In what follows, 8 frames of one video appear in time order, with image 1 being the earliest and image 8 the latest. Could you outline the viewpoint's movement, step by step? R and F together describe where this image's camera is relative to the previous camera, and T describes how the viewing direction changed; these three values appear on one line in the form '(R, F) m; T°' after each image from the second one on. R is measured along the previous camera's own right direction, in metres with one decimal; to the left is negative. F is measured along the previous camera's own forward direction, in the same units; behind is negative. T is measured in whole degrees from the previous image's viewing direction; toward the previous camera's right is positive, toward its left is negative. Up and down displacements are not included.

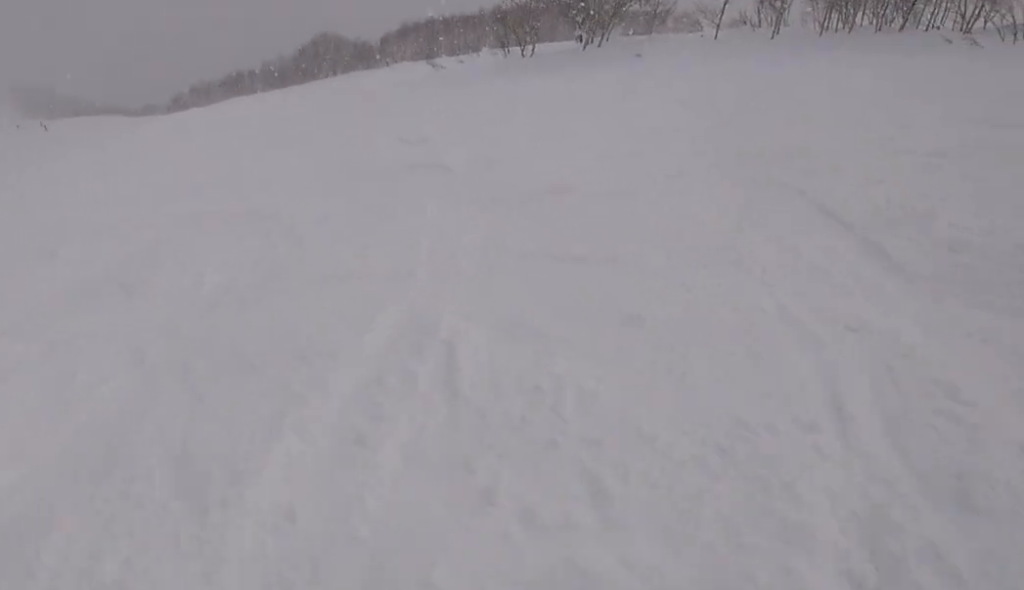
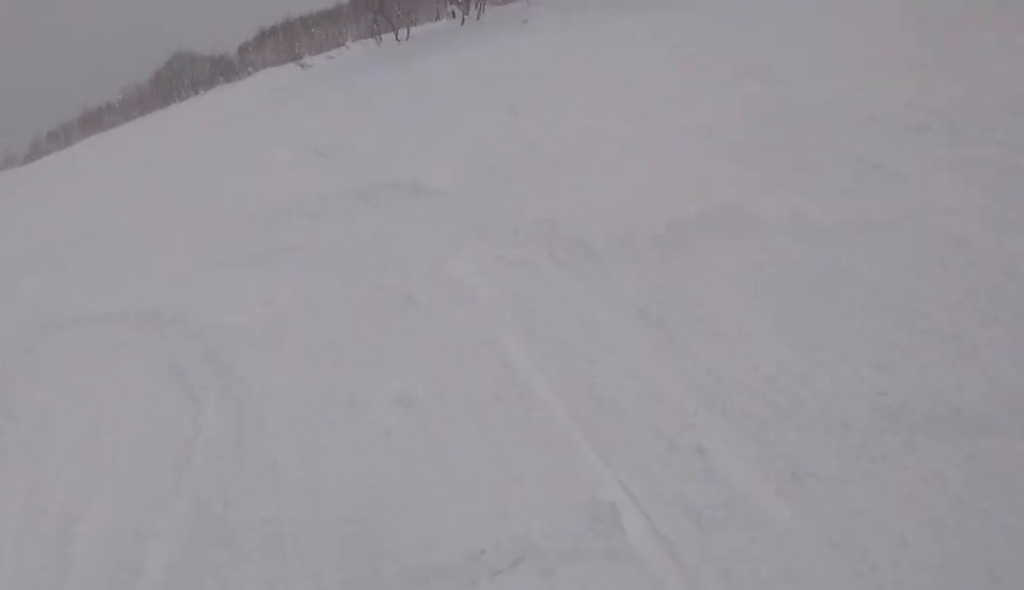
(+0.1, +3.1) m; +14°
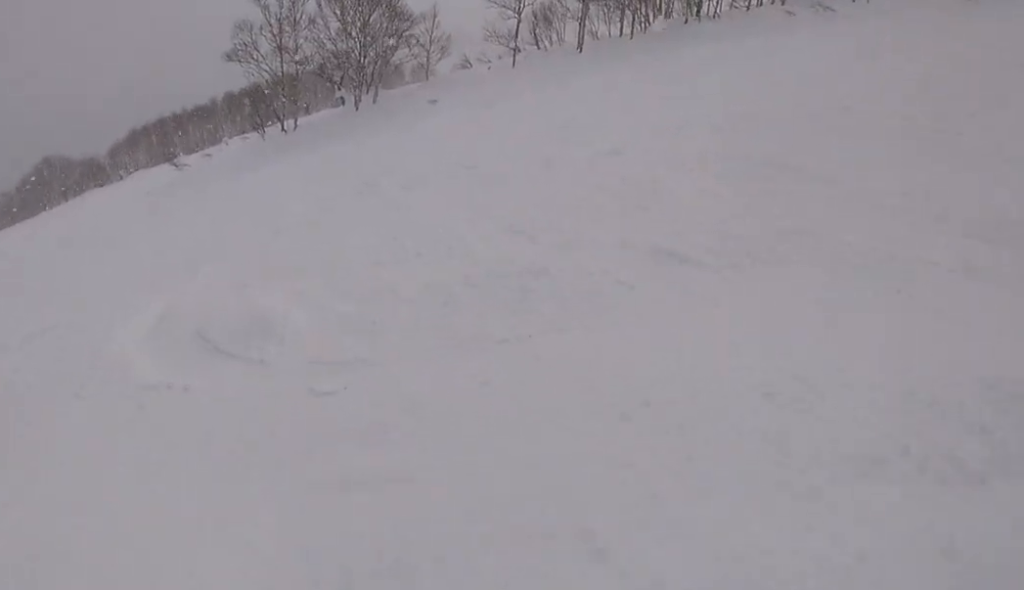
(+1.4, +6.5) m; +6°
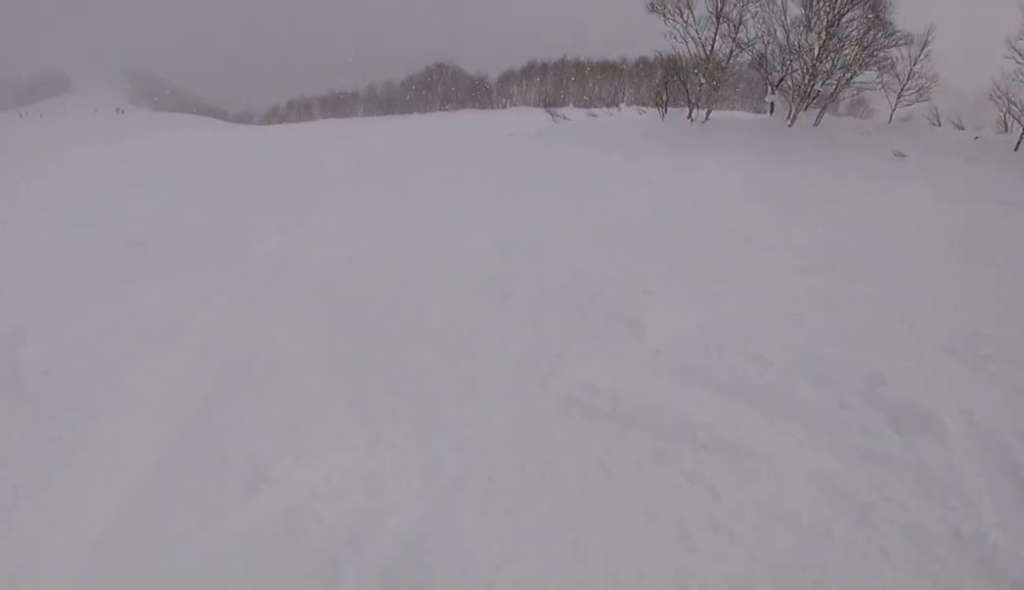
(-1.4, +7.1) m; -34°
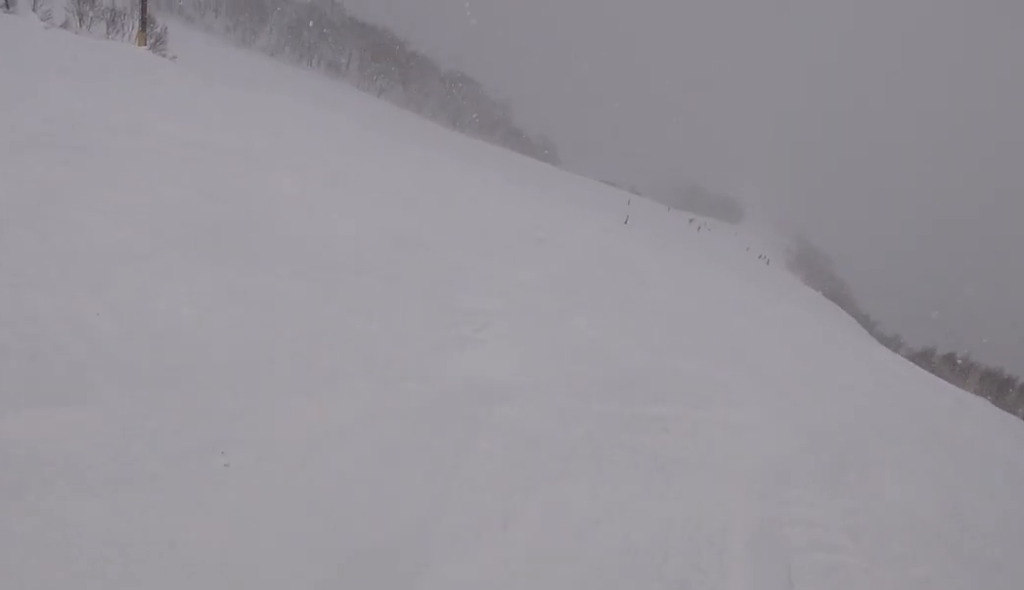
(-5.1, +9.0) m; -55°
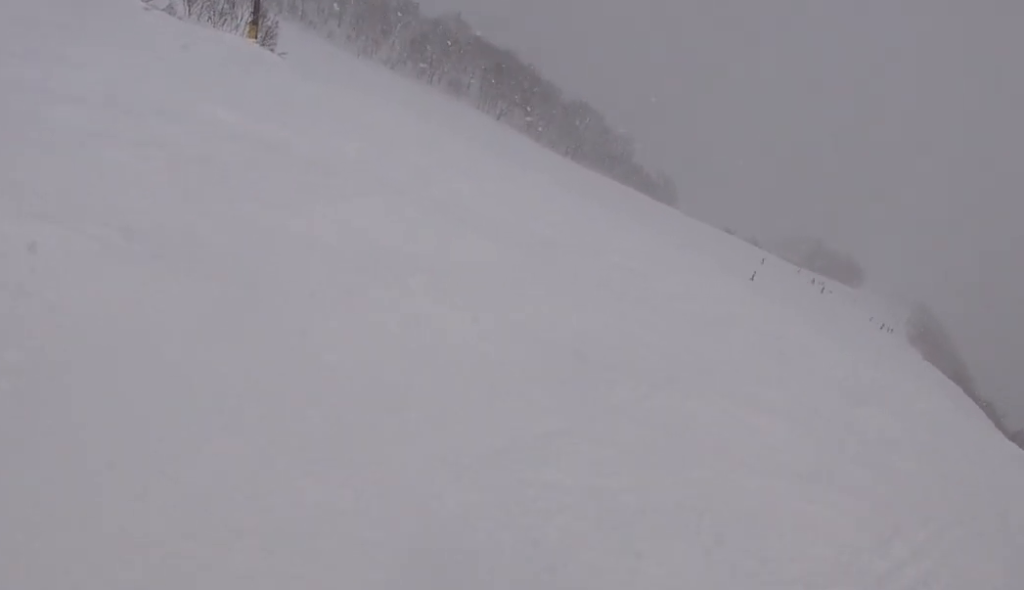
(-1.0, +4.8) m; -12°
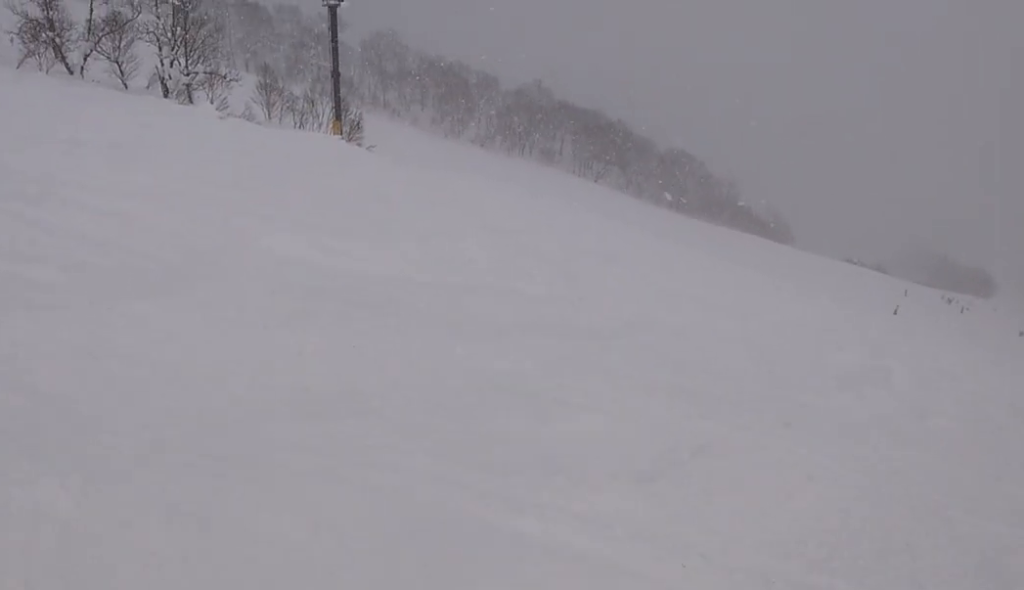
(-0.4, +4.5) m; -2°
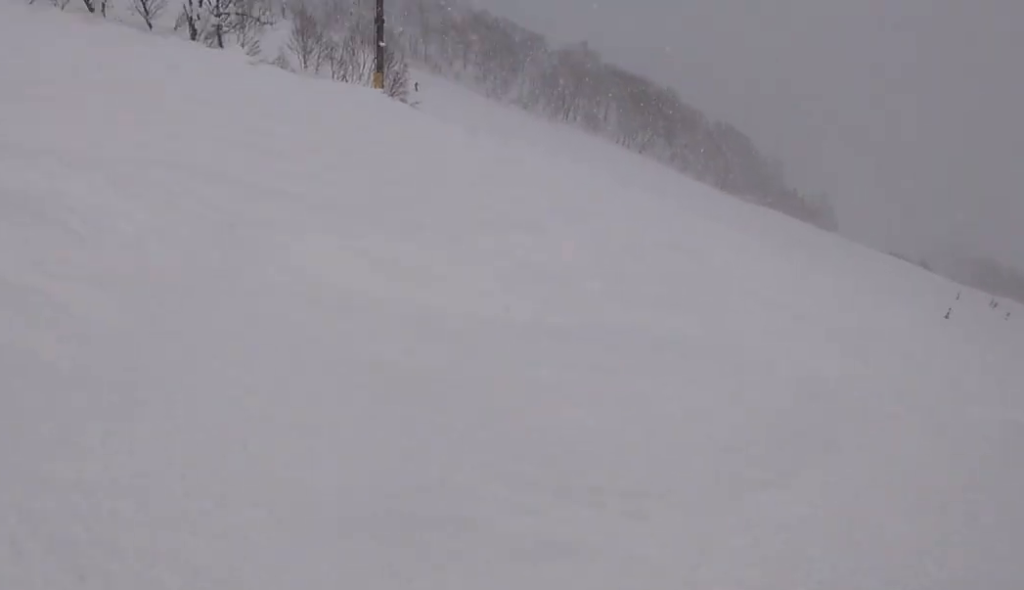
(0.0, +3.5) m; +4°
